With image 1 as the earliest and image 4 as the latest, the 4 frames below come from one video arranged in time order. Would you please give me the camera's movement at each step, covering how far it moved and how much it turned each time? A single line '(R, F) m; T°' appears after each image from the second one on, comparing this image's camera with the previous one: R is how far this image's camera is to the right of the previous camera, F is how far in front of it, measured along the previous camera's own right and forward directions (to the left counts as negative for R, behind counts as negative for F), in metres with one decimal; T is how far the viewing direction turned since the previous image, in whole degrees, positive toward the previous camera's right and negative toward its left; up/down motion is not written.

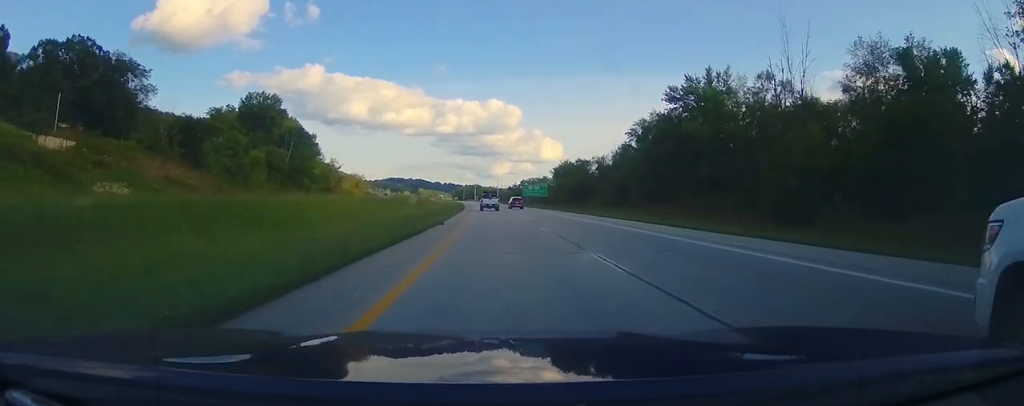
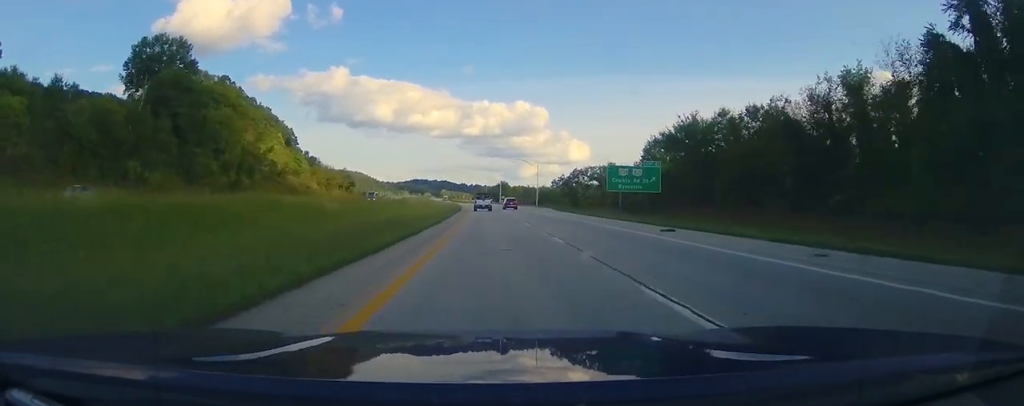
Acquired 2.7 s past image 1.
(-2.6, +90.4) m; -2°
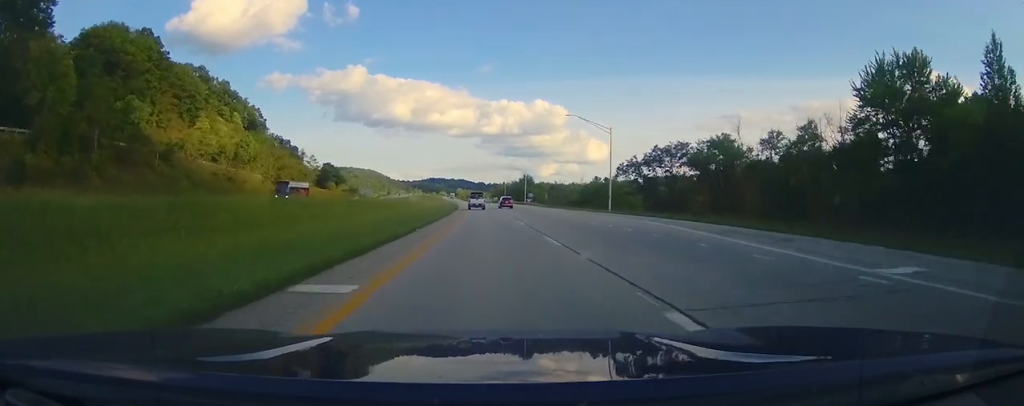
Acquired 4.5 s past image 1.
(0.0, +63.4) m; -1°
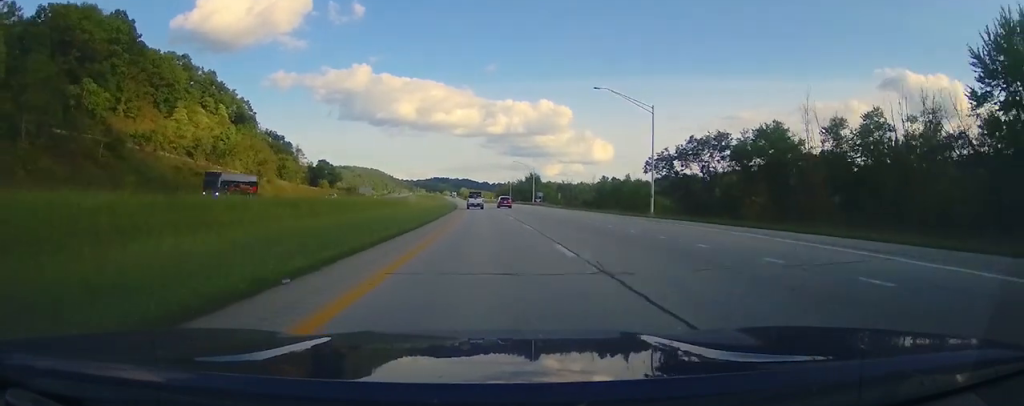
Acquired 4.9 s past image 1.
(-0.1, +15.1) m; -1°
